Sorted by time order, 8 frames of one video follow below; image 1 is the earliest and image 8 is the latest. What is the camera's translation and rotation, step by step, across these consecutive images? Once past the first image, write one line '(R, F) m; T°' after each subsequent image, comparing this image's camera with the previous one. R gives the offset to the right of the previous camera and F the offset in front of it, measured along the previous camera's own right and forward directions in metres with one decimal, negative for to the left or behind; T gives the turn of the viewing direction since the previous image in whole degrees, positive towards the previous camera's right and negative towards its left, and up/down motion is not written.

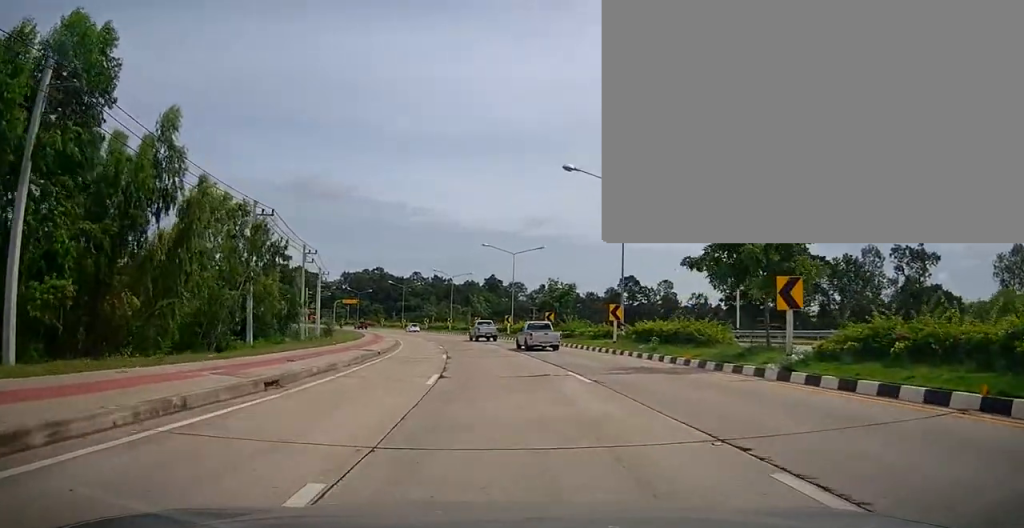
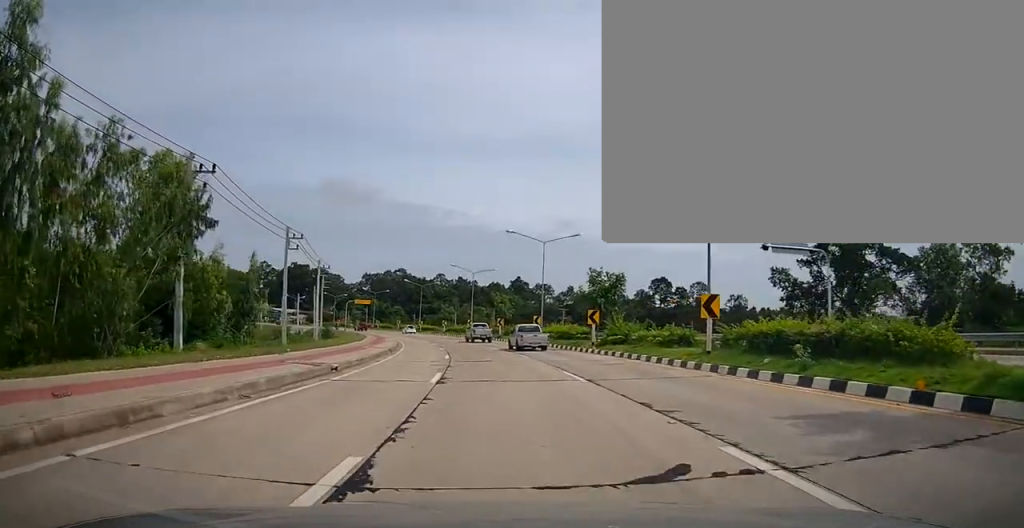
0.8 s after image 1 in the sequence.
(0.0, +10.3) m; 0°
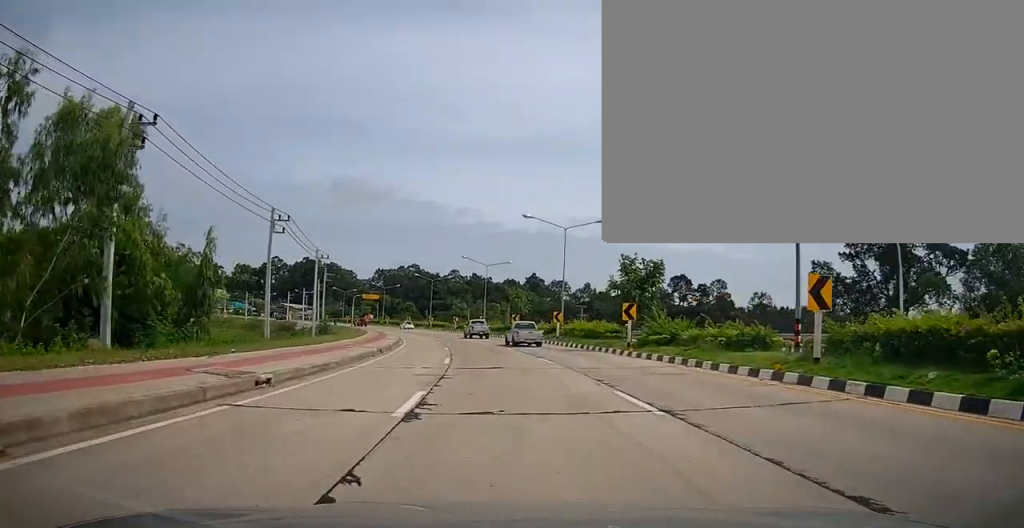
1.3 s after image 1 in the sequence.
(0.0, +5.8) m; -1°
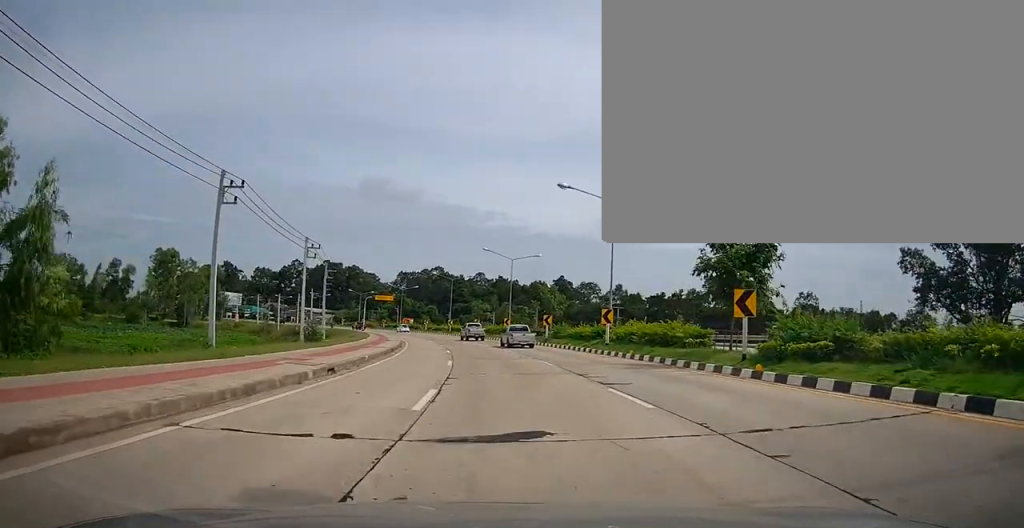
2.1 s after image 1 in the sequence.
(+0.1, +10.5) m; -7°
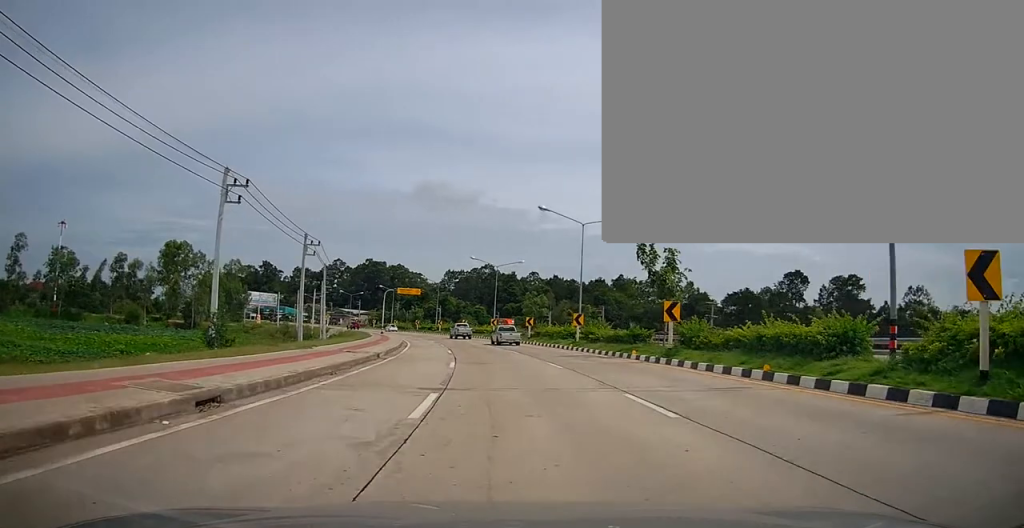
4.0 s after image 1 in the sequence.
(-1.7, +22.5) m; -4°
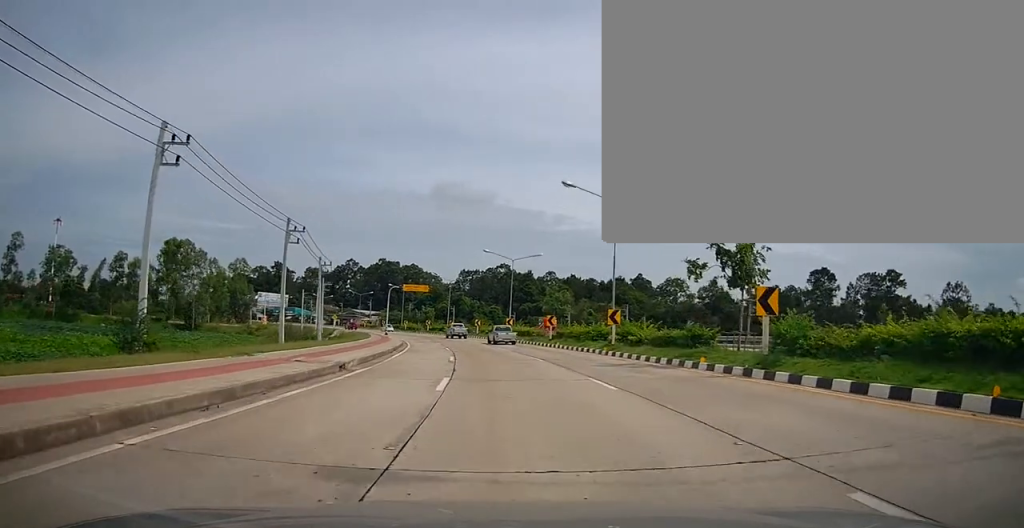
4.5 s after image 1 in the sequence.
(-0.1, +7.1) m; -1°
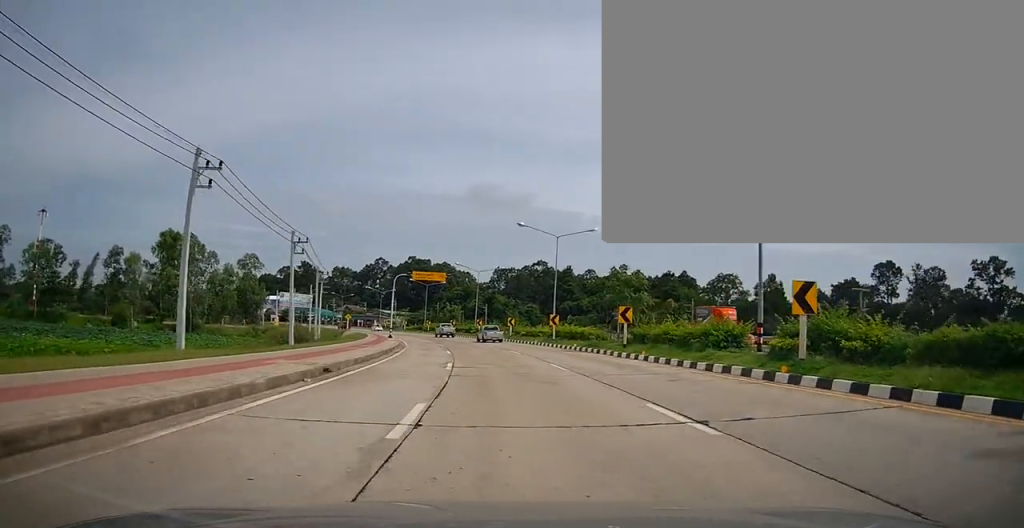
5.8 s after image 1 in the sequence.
(-0.8, +16.5) m; -3°
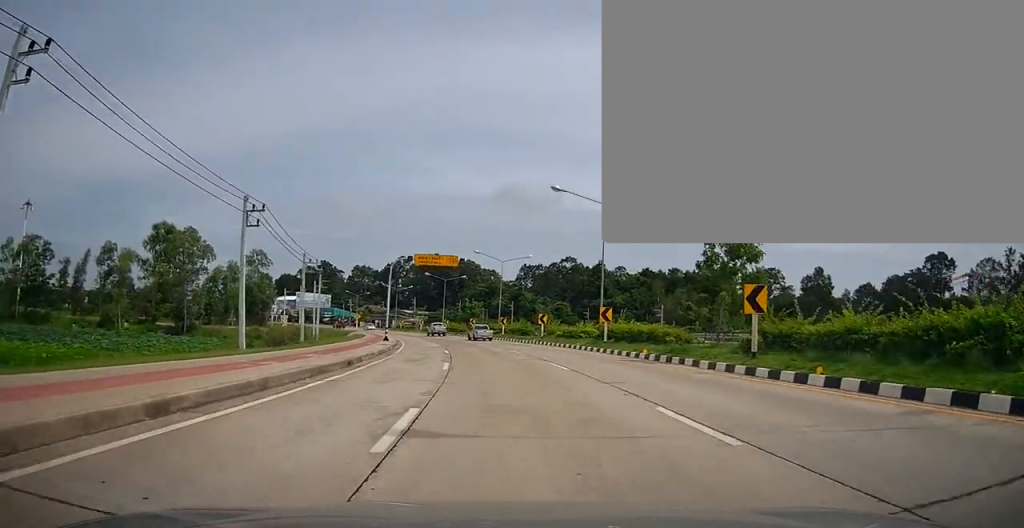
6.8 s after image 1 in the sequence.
(0.0, +12.1) m; -3°
